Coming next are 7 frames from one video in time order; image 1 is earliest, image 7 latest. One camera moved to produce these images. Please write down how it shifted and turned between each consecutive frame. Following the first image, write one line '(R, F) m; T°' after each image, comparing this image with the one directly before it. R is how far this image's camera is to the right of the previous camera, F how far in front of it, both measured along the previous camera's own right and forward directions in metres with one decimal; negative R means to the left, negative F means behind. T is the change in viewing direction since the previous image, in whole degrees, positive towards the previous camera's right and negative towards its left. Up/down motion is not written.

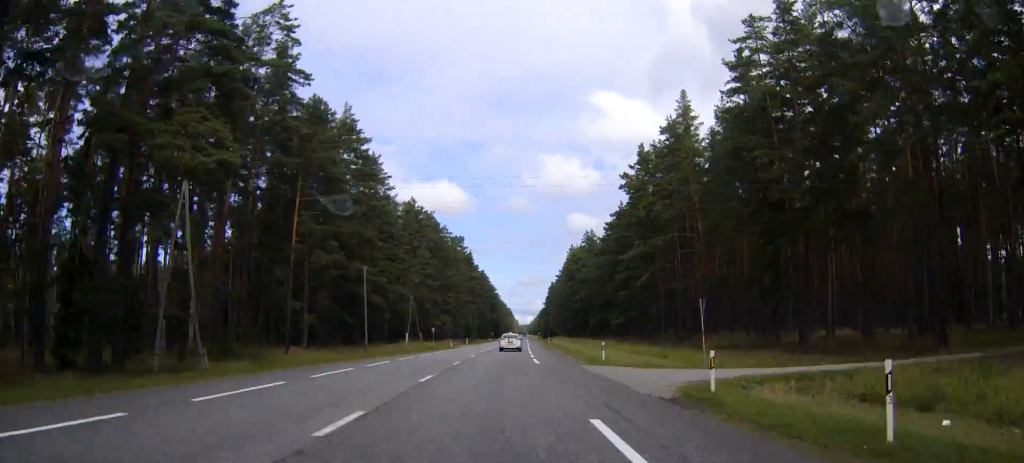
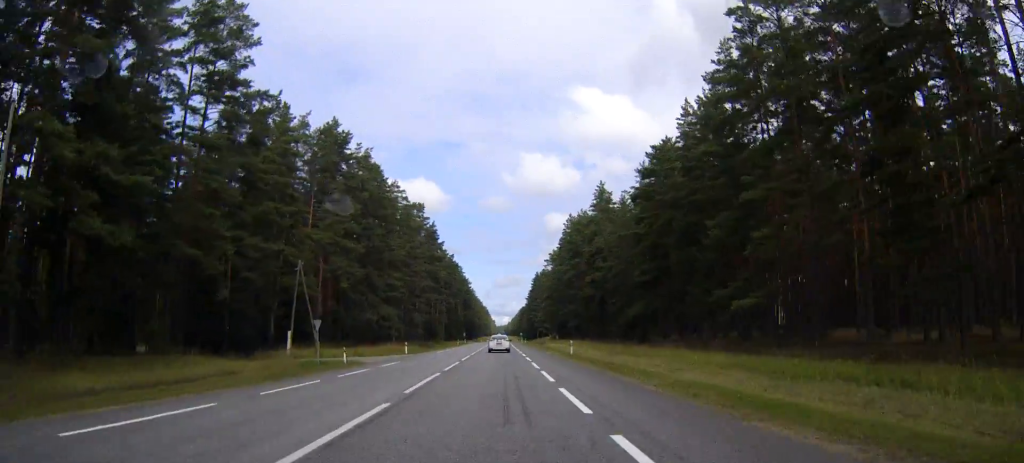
(+0.2, +68.3) m; 0°
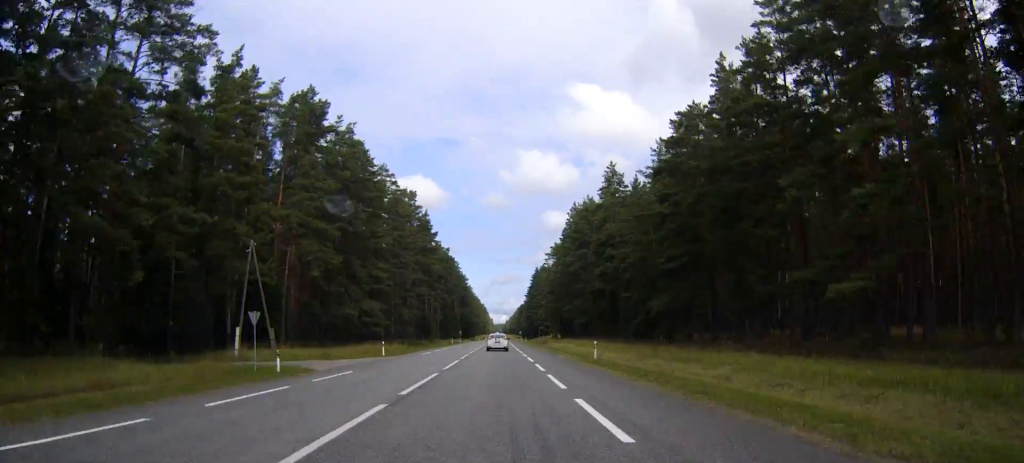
(0.0, +14.1) m; 0°
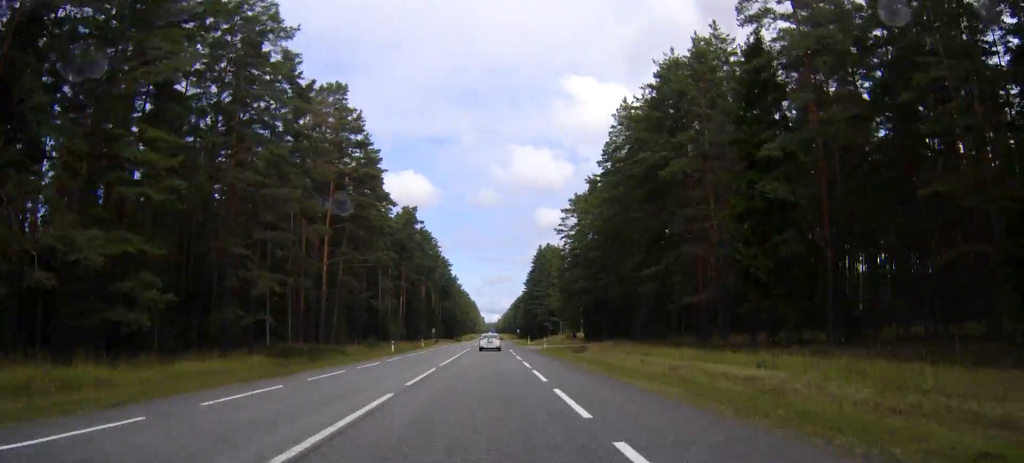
(+1.8, +73.1) m; +1°
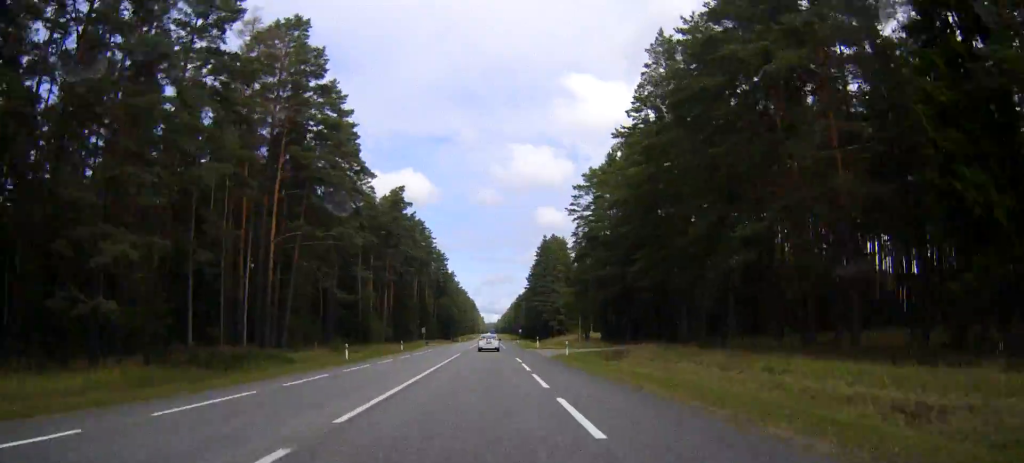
(-0.1, +20.1) m; 0°
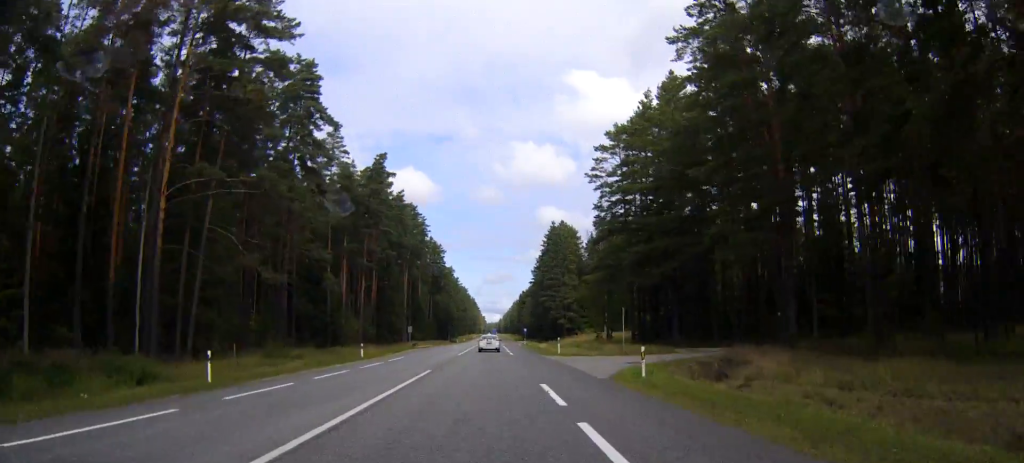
(+0.1, +22.5) m; -3°
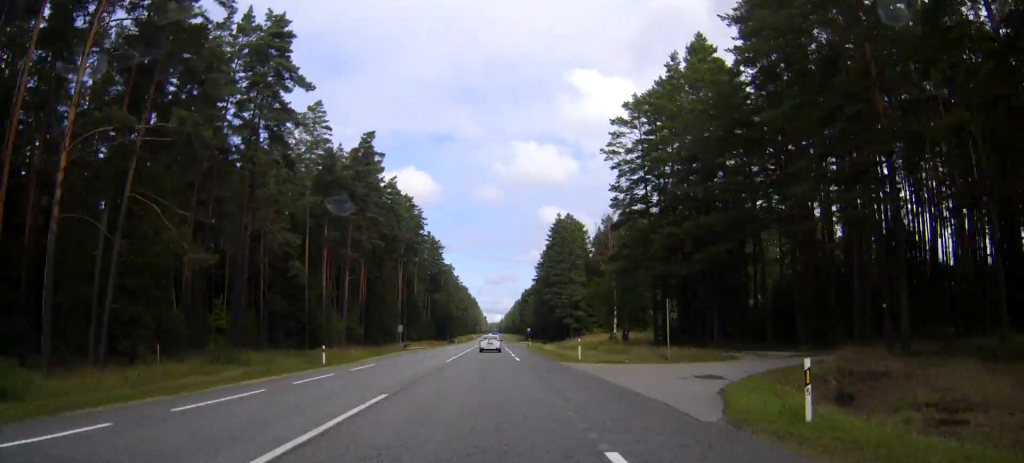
(+0.1, +11.6) m; -2°
